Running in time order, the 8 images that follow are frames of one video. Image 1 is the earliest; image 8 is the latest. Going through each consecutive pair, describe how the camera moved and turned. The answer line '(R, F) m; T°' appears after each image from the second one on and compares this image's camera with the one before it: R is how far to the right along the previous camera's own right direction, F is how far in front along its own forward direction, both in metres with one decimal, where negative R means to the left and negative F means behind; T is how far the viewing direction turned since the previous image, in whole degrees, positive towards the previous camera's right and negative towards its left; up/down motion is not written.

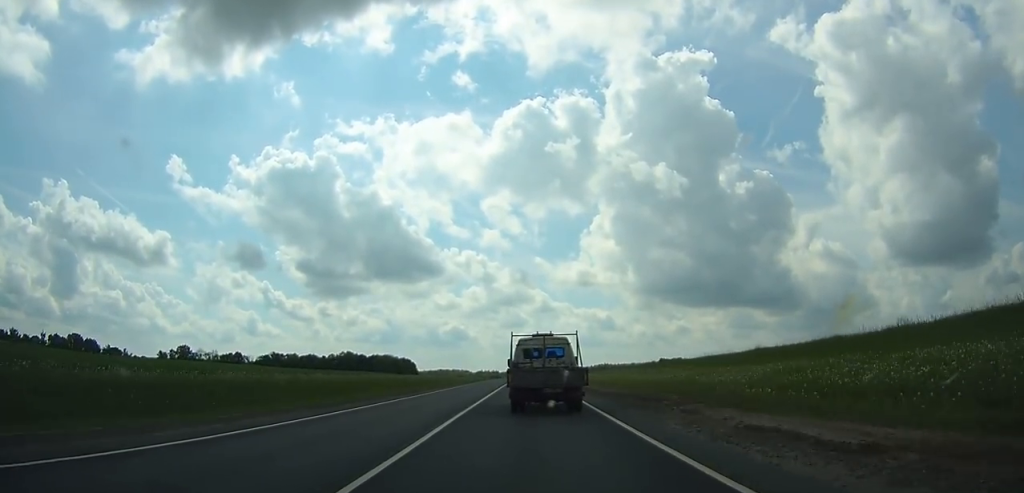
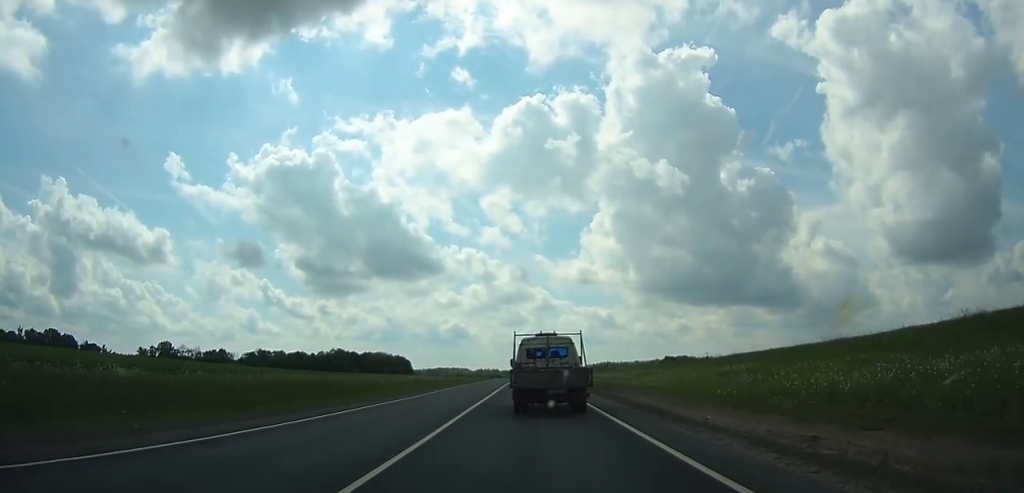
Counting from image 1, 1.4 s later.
(0.0, +24.2) m; 0°
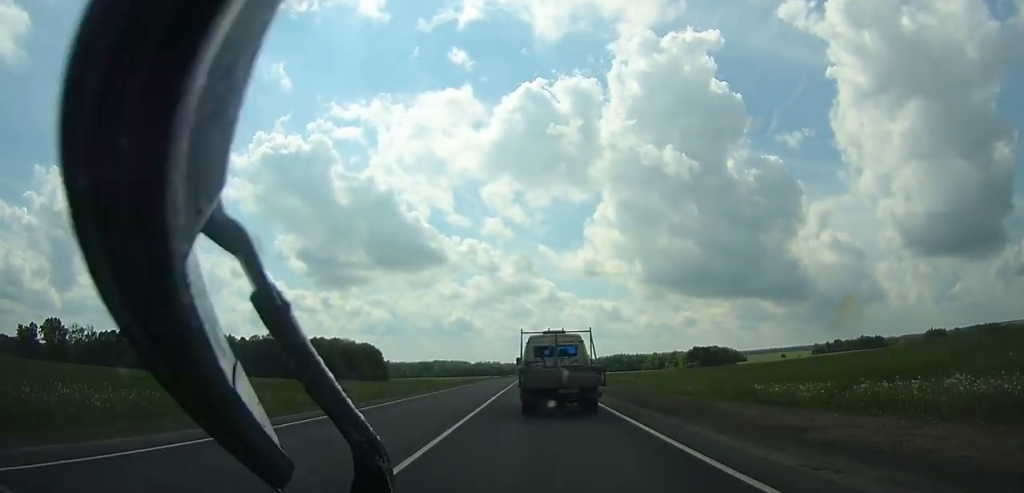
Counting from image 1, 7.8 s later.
(+0.1, +109.2) m; 0°
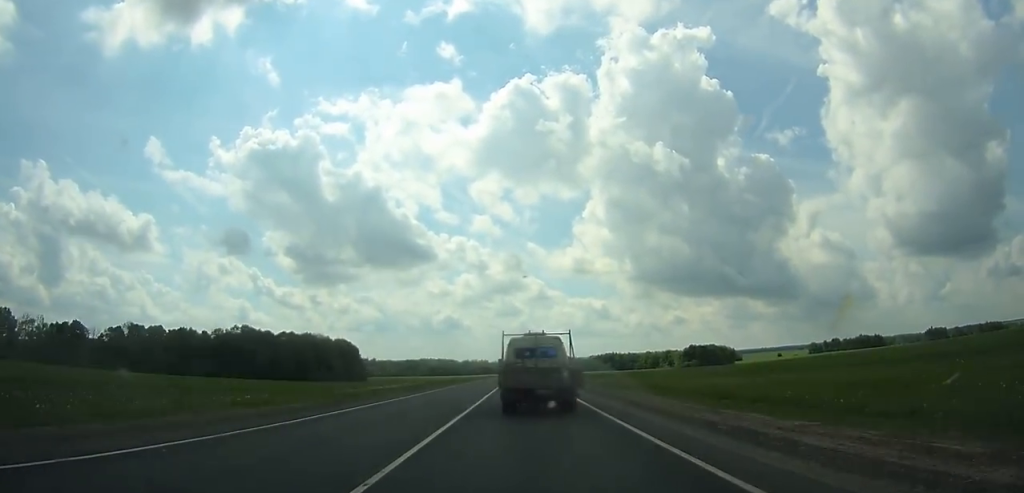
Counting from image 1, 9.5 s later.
(+0.1, +28.9) m; 0°
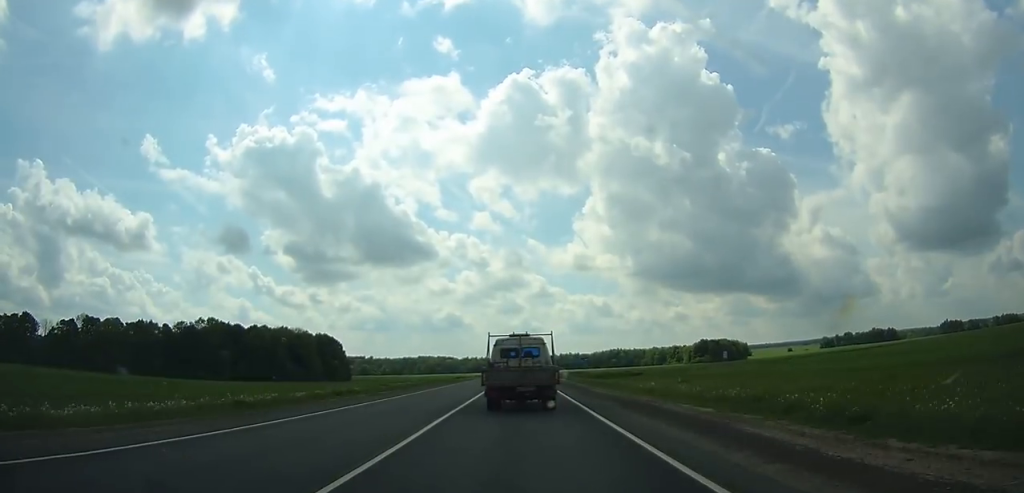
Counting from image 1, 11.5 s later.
(0.0, +34.0) m; 0°
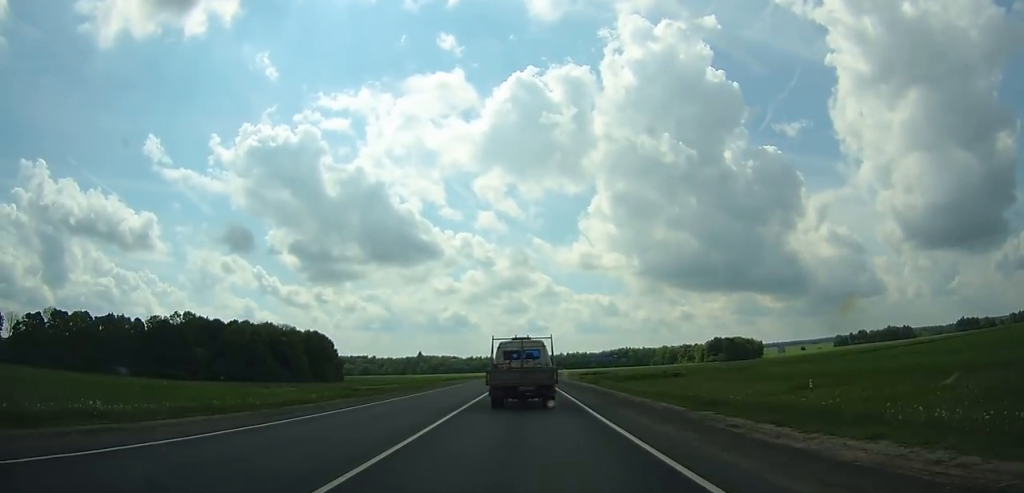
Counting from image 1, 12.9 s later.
(0.0, +23.9) m; 0°
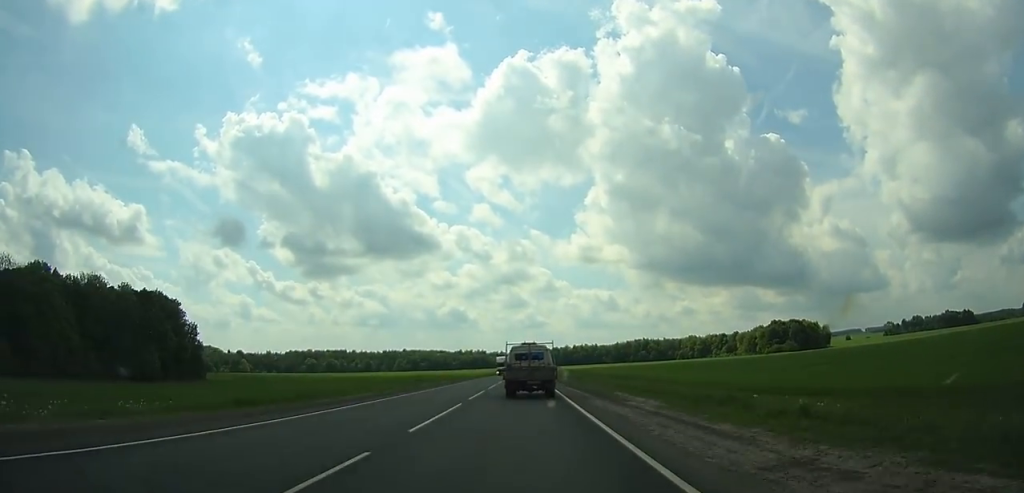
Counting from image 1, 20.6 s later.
(-0.6, +136.2) m; -1°
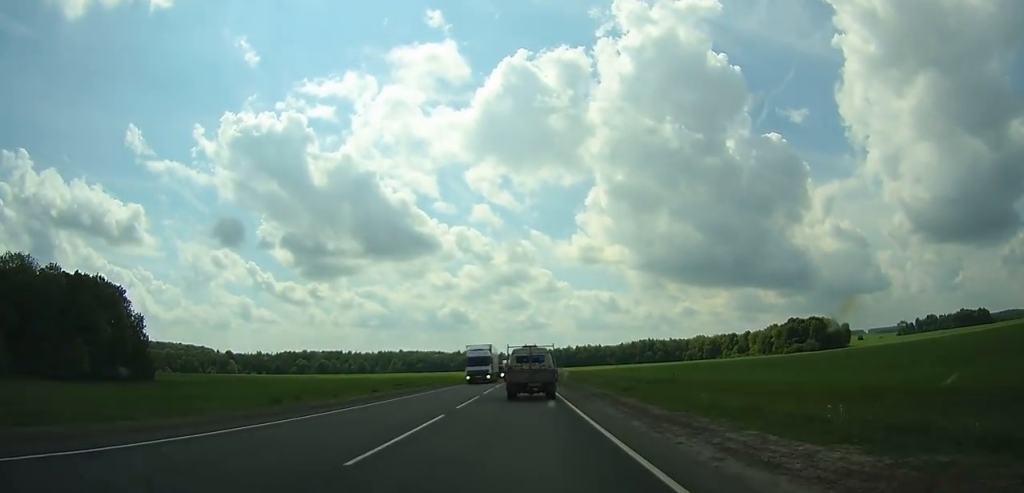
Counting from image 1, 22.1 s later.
(0.0, +28.0) m; 0°
